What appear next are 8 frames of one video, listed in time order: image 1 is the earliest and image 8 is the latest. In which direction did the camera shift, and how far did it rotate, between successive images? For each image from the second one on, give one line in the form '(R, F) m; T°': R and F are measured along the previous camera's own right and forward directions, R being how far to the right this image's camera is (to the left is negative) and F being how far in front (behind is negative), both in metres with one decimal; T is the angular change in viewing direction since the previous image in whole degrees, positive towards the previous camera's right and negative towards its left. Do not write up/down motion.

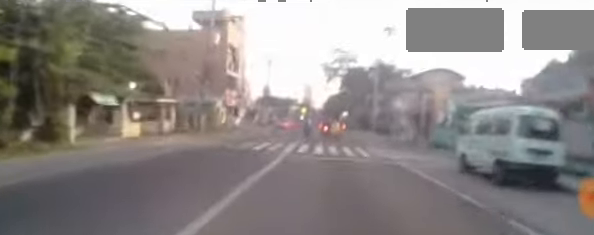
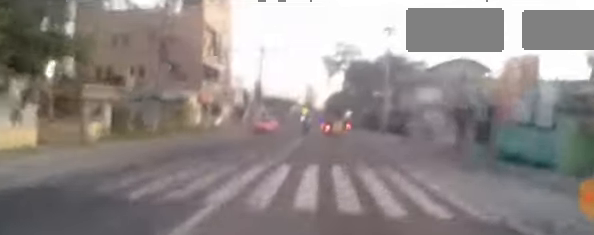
(+0.4, +8.7) m; +2°
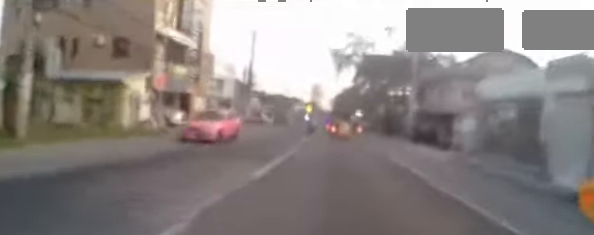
(0.0, +10.5) m; 0°
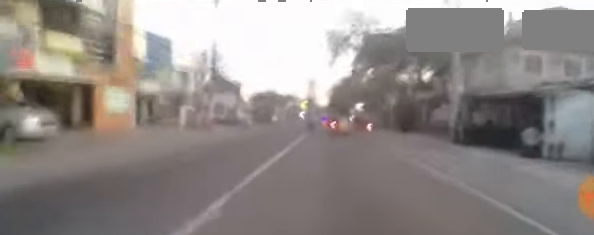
(0.0, +12.2) m; +2°
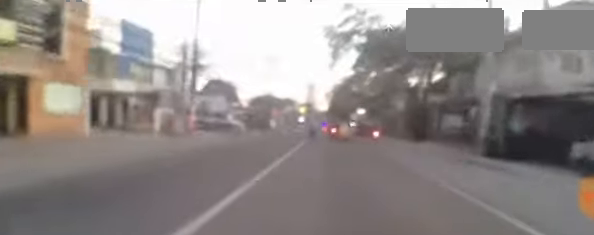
(+0.1, +4.6) m; 0°
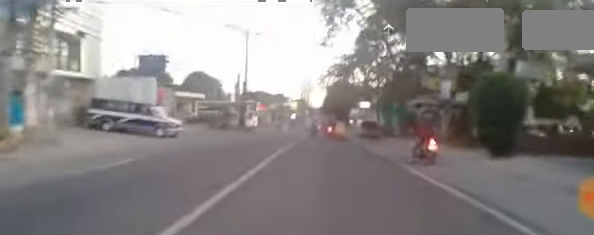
(+0.1, +16.1) m; -1°
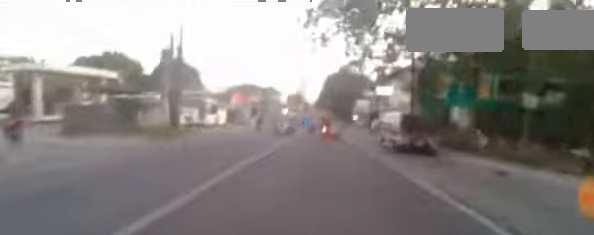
(-0.4, +22.8) m; +1°
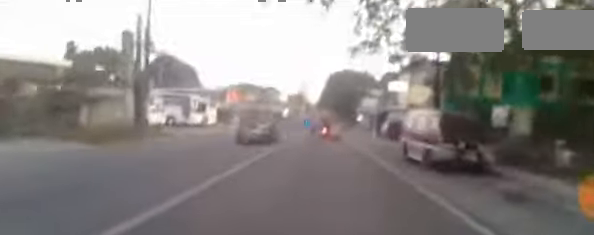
(+0.1, +6.2) m; +1°
